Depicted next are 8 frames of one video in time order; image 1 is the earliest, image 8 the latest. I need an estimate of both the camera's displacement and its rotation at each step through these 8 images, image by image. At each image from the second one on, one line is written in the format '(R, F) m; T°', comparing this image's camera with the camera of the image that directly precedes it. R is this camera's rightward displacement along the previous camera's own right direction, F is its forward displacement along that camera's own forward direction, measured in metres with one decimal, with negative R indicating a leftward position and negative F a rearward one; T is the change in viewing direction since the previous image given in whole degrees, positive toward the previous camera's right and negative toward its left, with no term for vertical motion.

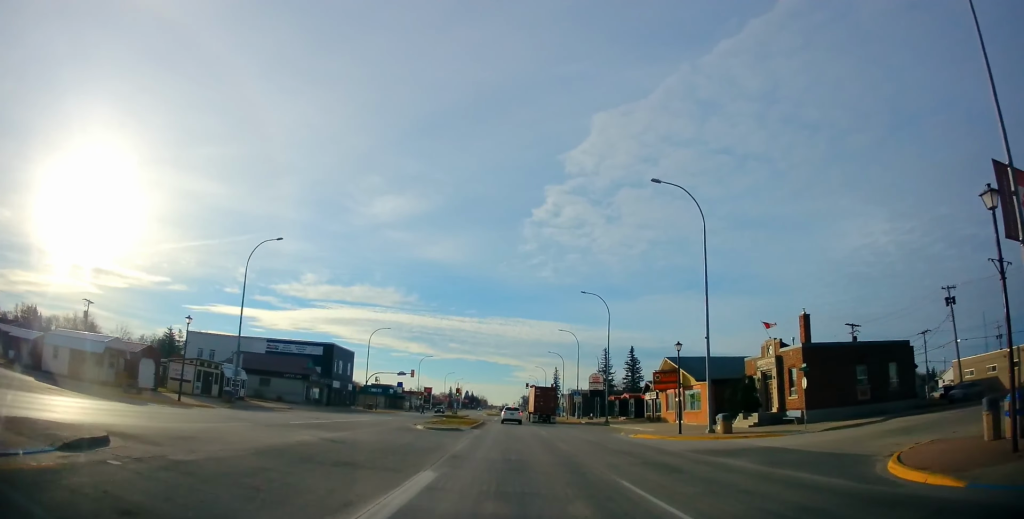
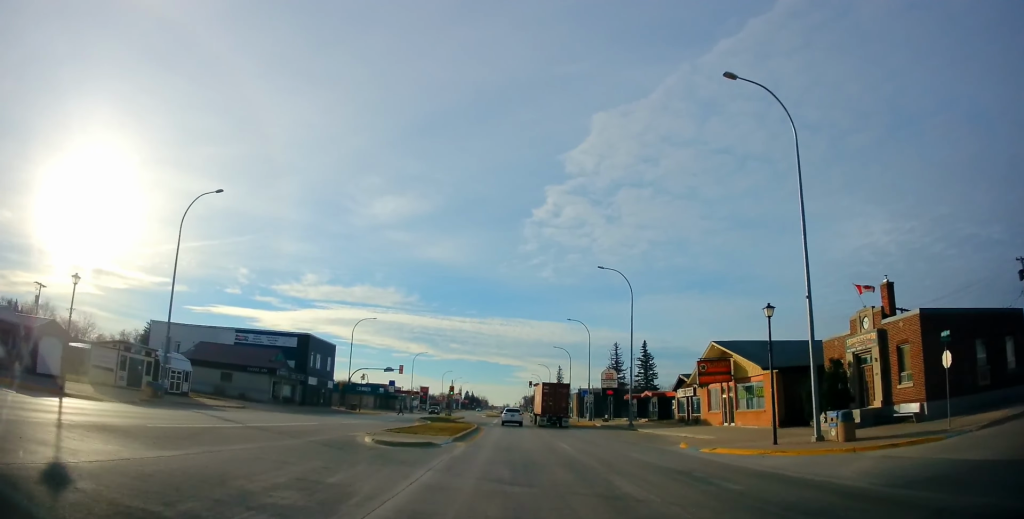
(0.0, +11.6) m; +1°
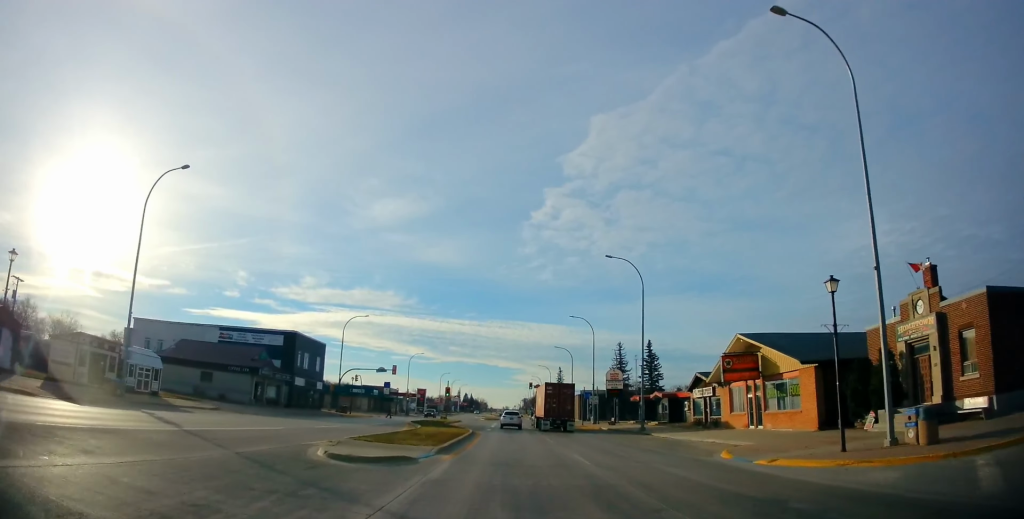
(0.0, +4.6) m; +1°
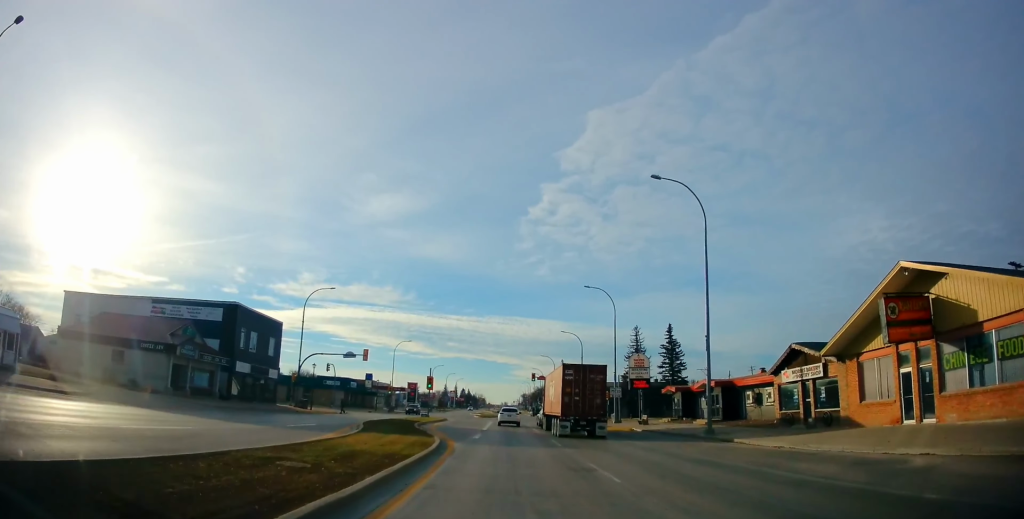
(+0.3, +16.1) m; 0°
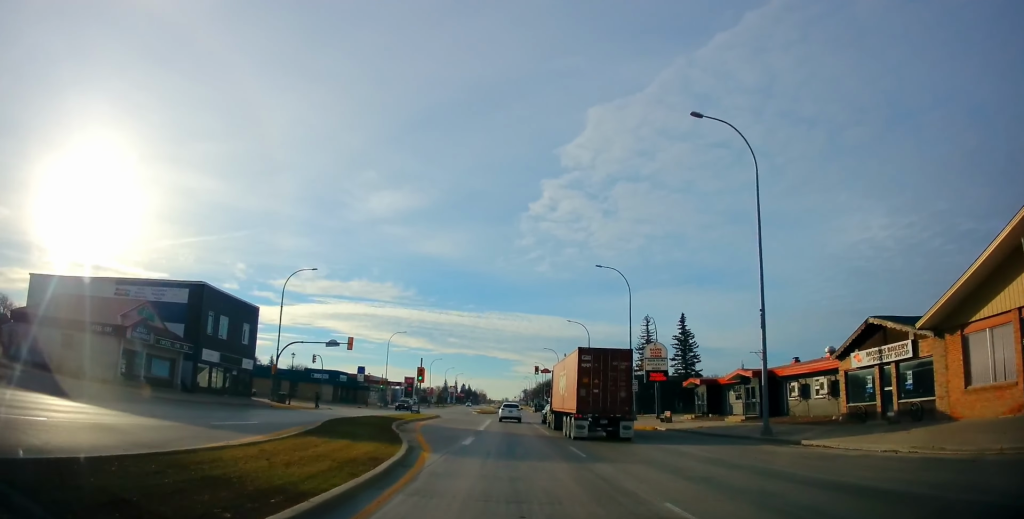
(-0.2, +7.1) m; -1°
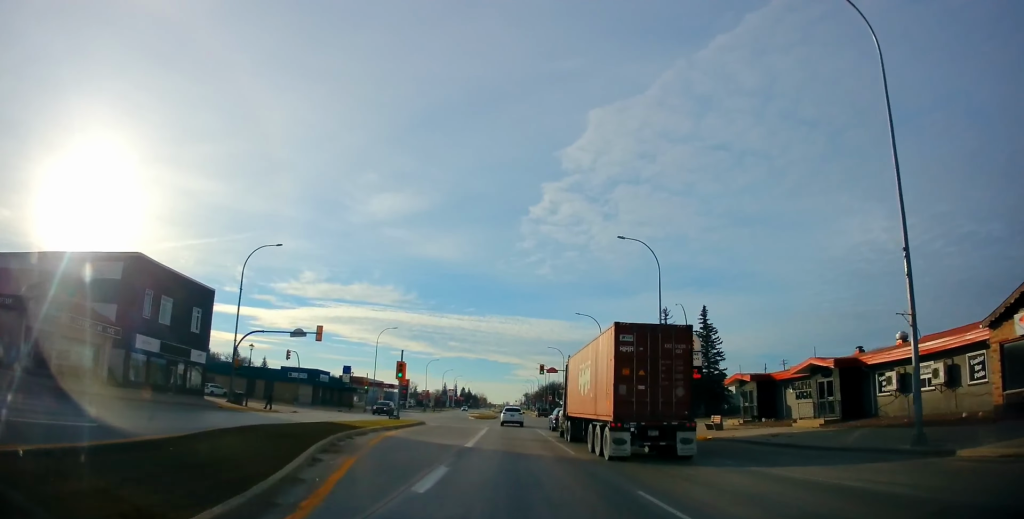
(-0.1, +10.3) m; 0°
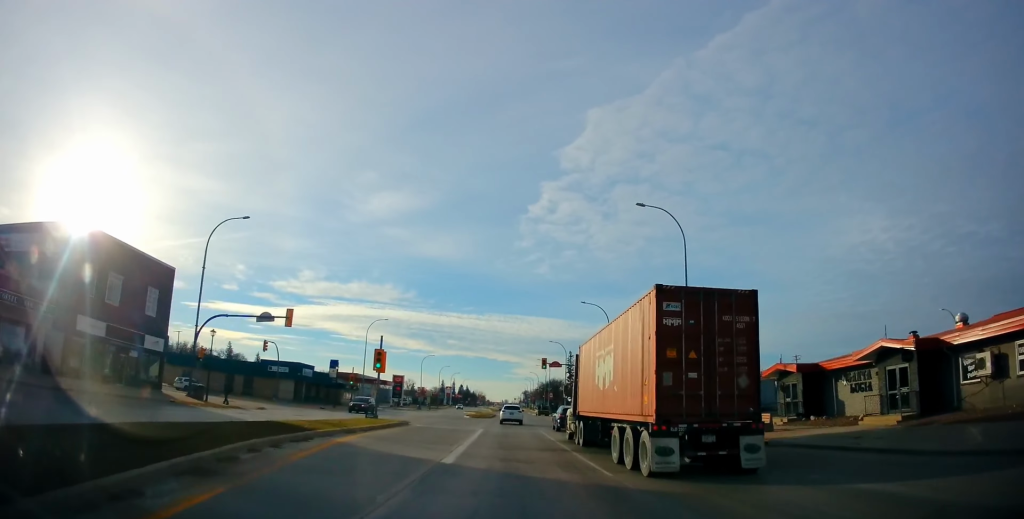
(0.0, +6.8) m; 0°
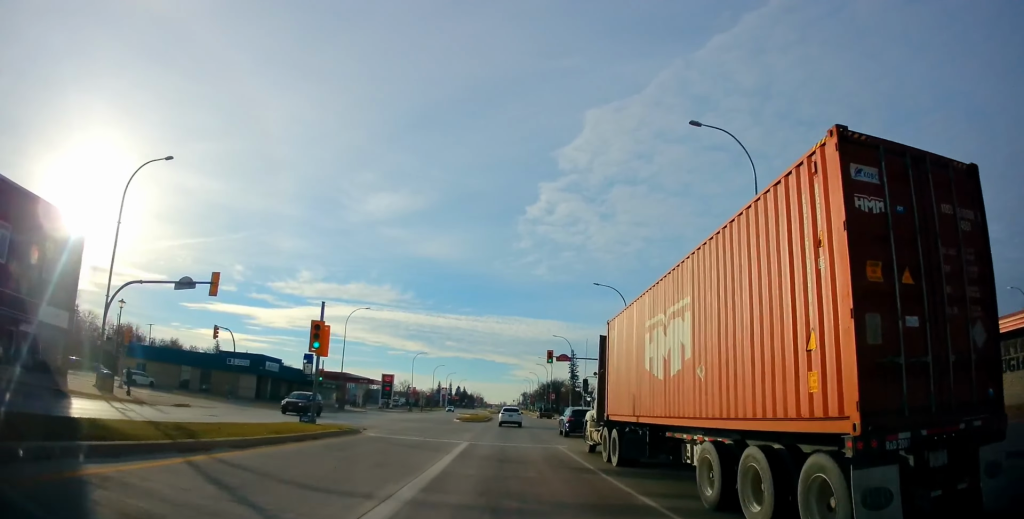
(0.0, +11.3) m; 0°
